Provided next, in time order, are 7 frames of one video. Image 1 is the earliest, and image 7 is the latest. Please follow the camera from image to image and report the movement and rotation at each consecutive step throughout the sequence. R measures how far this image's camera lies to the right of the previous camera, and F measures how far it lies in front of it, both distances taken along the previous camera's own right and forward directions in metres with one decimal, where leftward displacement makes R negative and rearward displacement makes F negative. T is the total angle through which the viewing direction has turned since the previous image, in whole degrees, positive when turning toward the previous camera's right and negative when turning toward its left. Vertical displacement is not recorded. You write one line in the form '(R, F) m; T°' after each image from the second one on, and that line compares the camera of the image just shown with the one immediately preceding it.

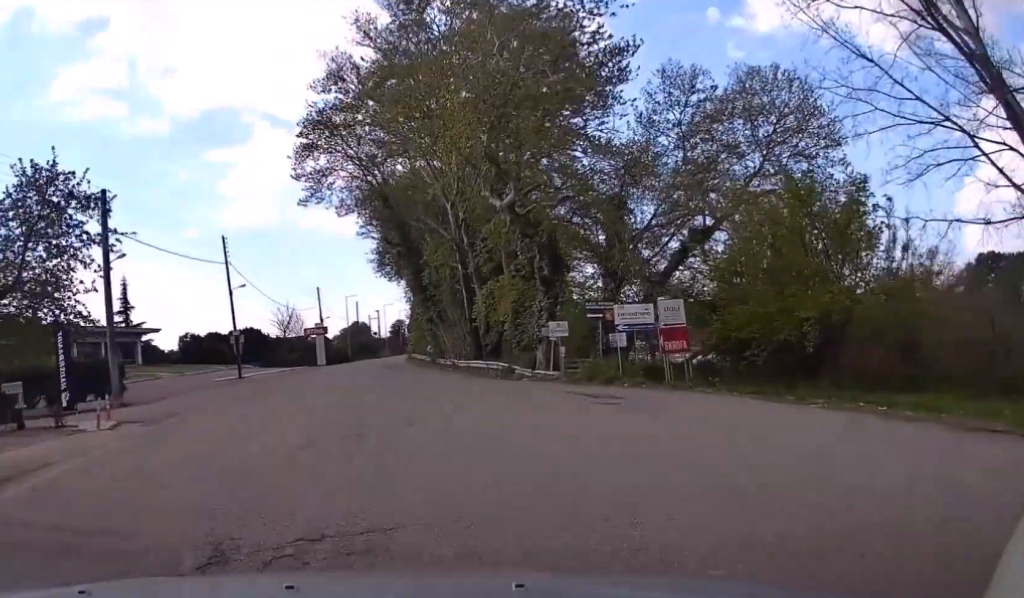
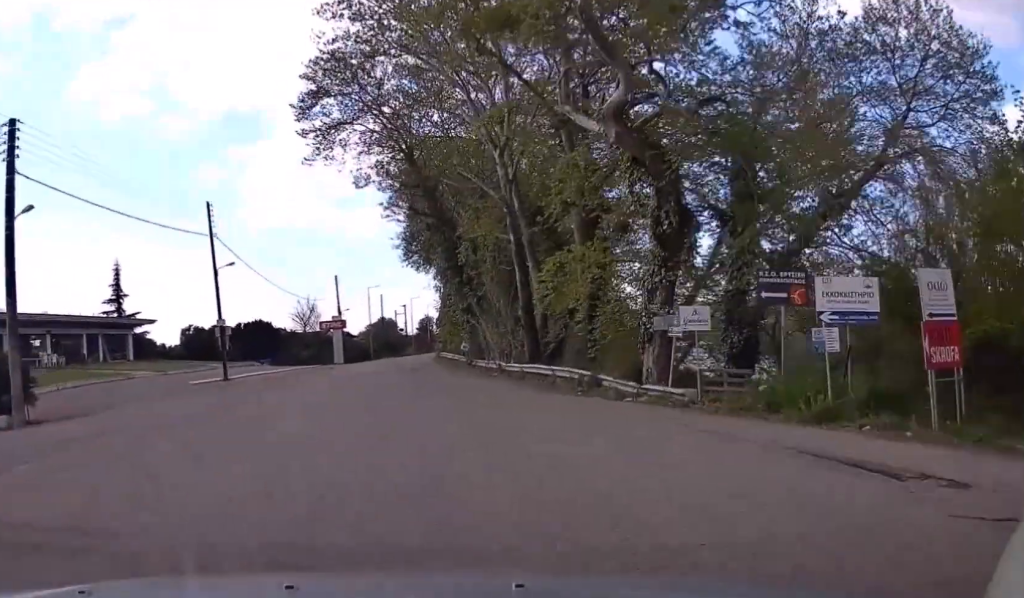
(-0.3, +10.8) m; -2°
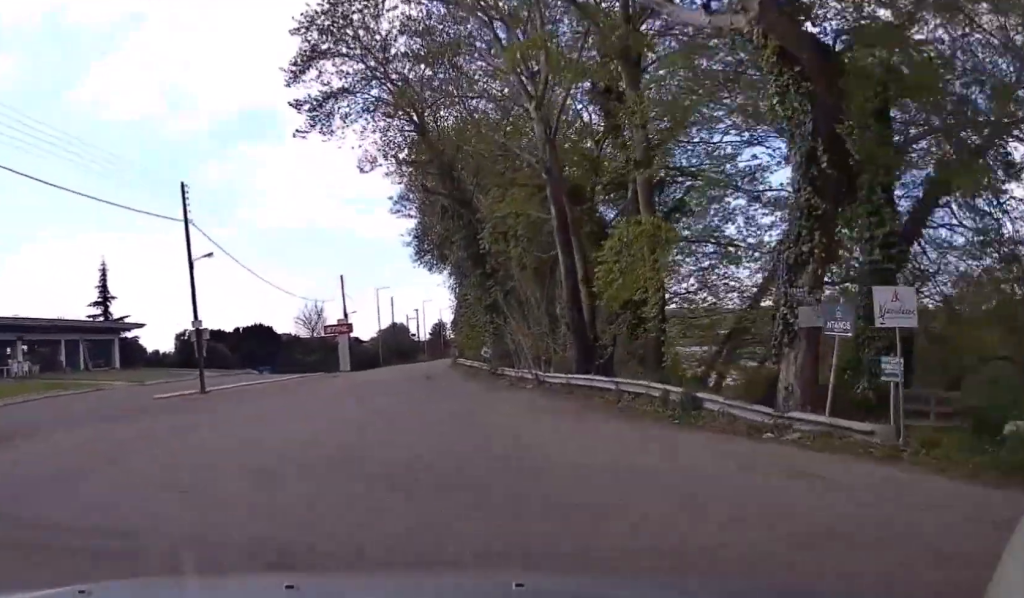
(-0.1, +6.9) m; -1°
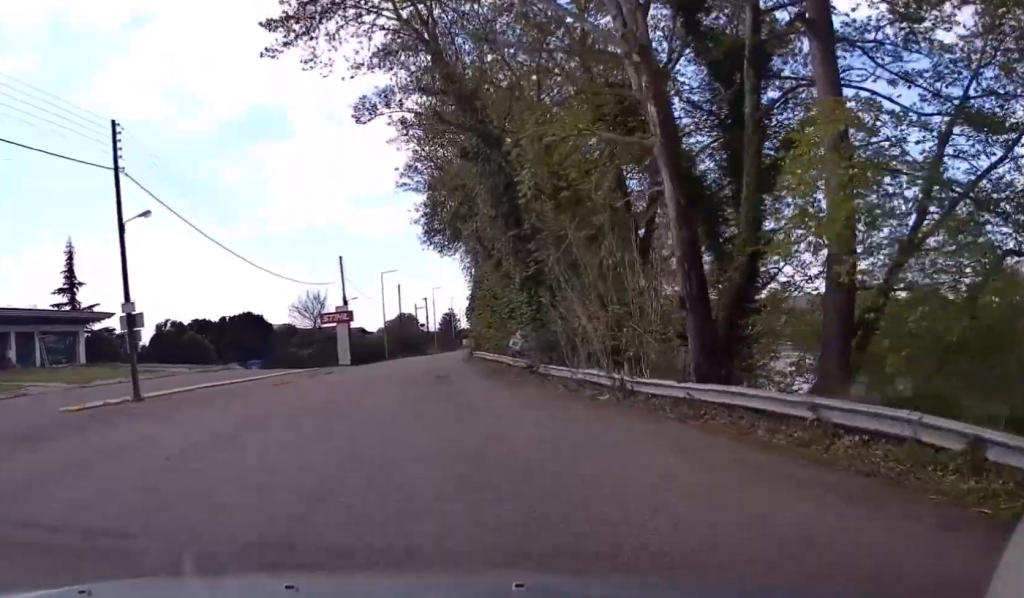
(0.0, +9.8) m; 0°
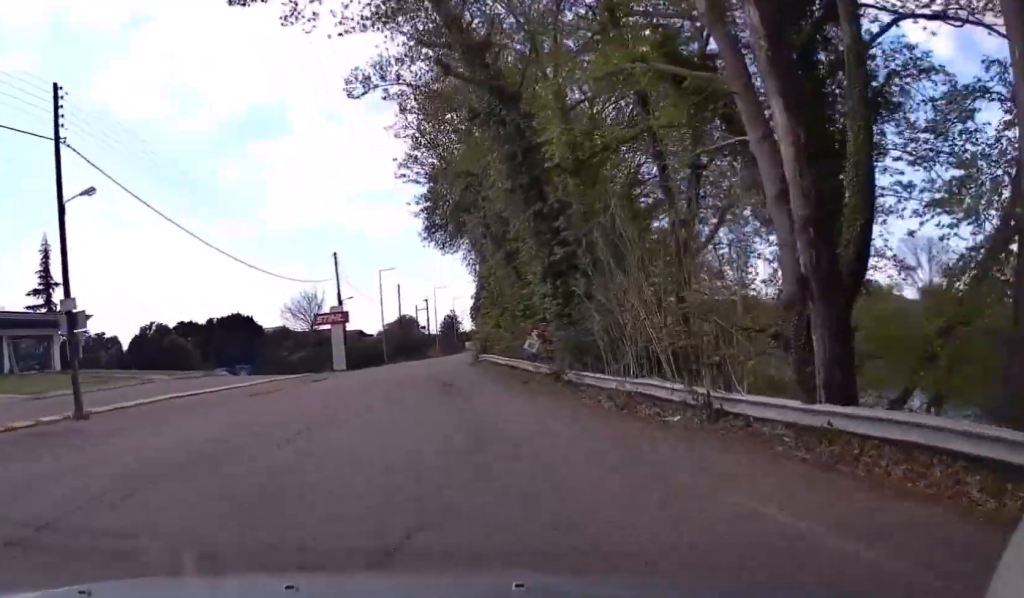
(0.0, +4.5) m; 0°
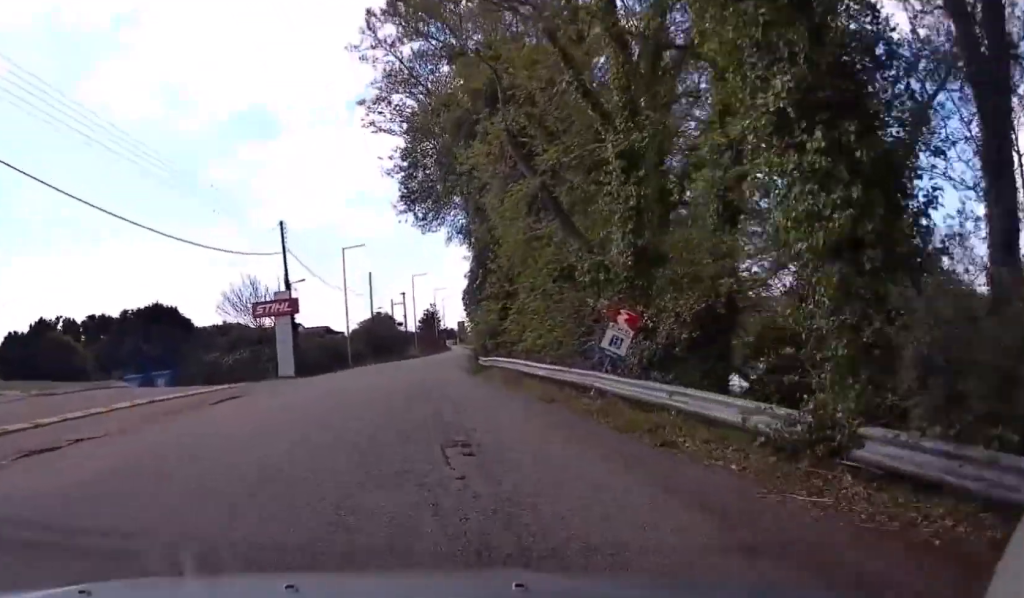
(0.0, +15.5) m; -1°
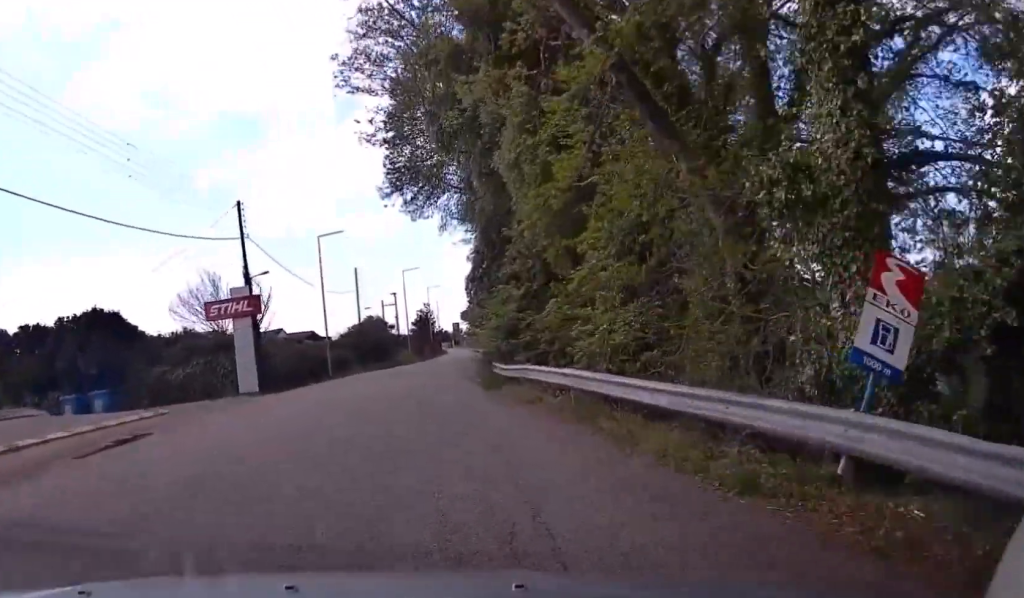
(-0.2, +9.0) m; 0°
